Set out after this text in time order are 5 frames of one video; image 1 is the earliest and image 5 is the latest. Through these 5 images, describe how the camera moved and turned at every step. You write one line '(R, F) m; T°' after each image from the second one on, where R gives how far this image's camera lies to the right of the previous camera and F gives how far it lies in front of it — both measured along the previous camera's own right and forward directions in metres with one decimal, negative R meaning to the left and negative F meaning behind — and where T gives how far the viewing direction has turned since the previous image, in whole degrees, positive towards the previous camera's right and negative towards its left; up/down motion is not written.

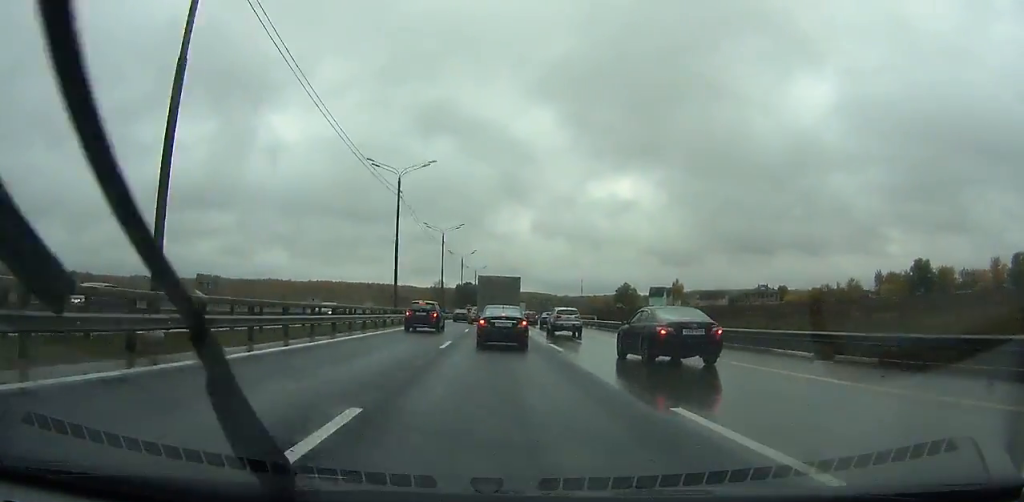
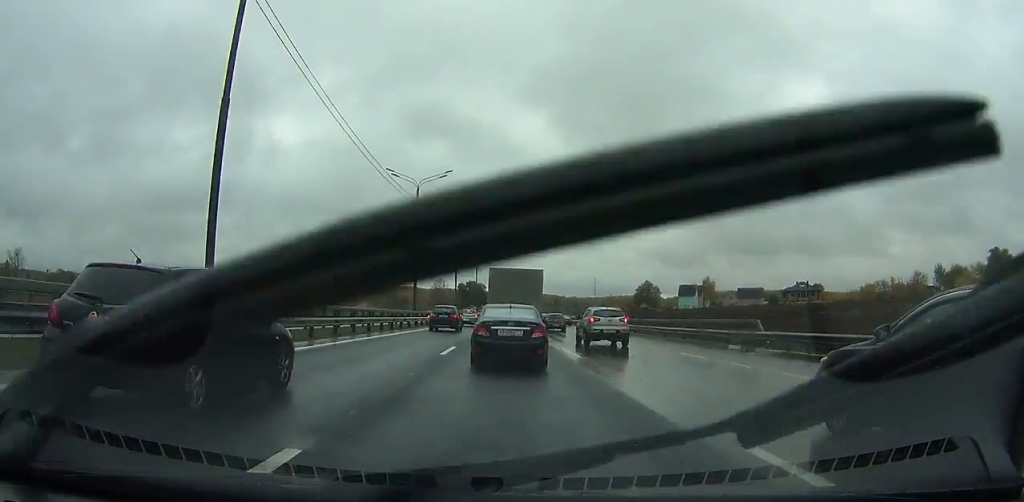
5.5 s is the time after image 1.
(+1.5, +38.7) m; +2°
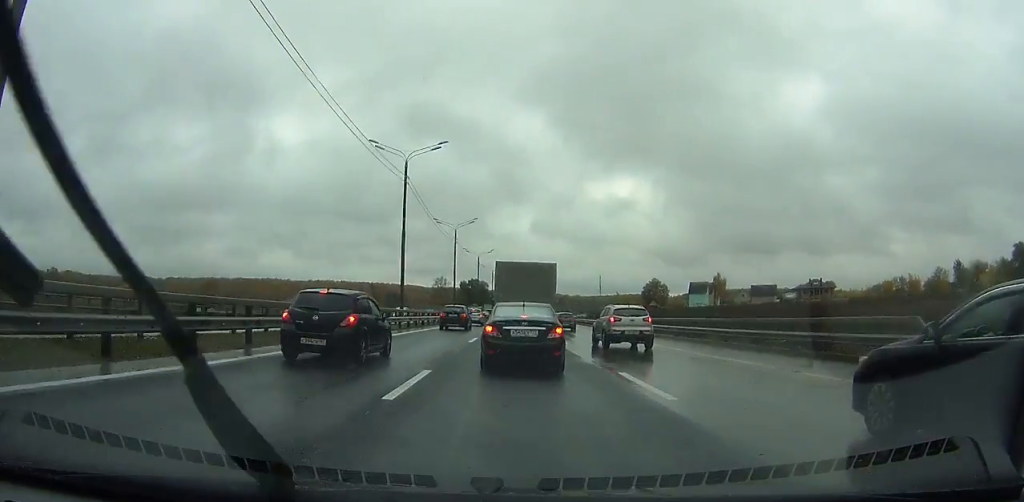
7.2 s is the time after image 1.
(-0.1, +8.3) m; 0°
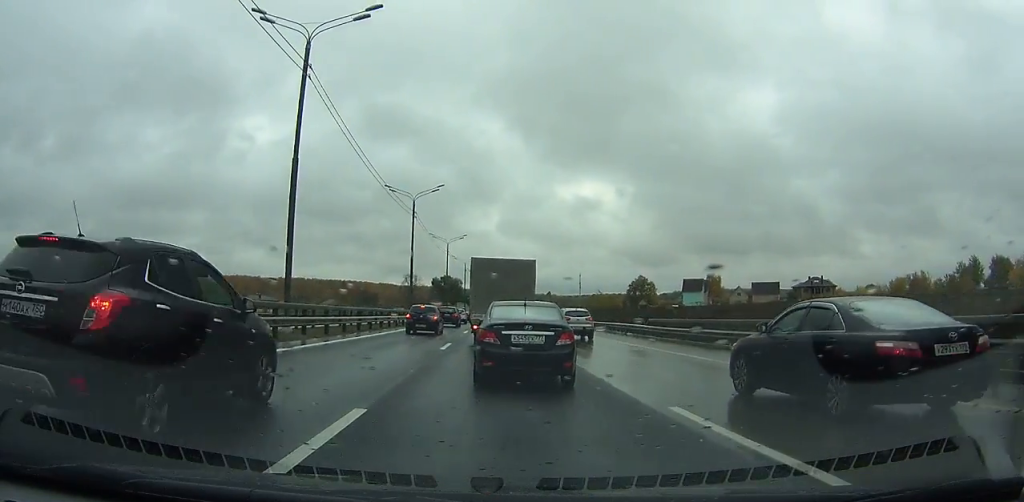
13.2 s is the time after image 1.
(+0.2, +22.1) m; +2°
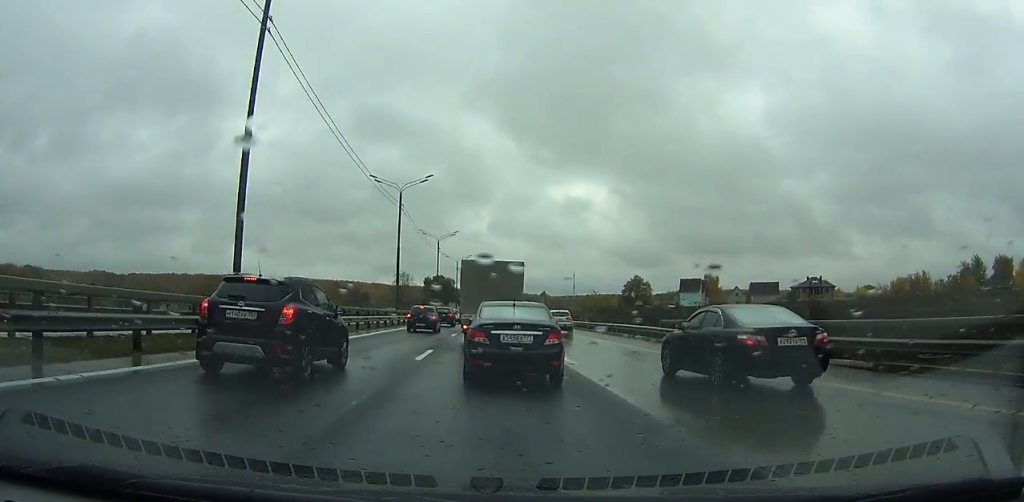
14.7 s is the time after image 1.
(+0.1, +4.5) m; 0°
